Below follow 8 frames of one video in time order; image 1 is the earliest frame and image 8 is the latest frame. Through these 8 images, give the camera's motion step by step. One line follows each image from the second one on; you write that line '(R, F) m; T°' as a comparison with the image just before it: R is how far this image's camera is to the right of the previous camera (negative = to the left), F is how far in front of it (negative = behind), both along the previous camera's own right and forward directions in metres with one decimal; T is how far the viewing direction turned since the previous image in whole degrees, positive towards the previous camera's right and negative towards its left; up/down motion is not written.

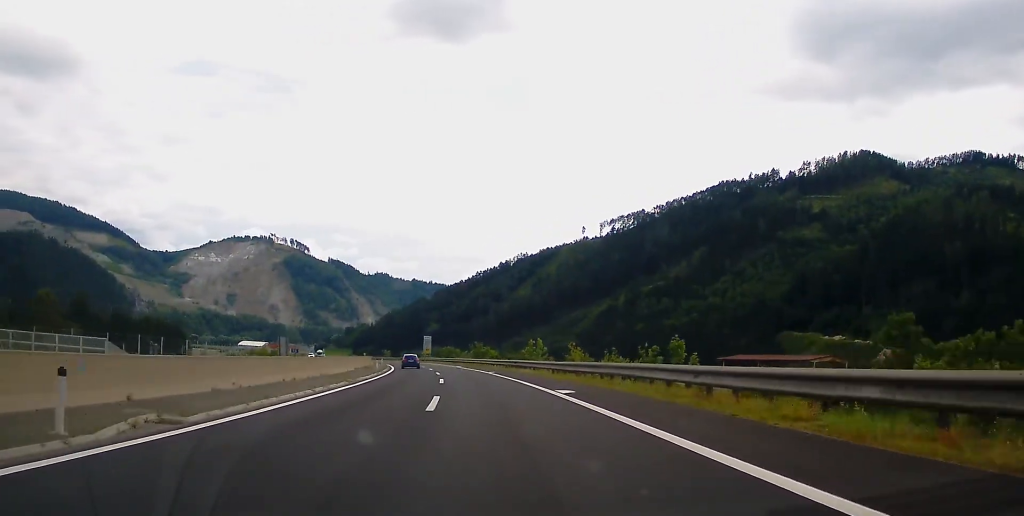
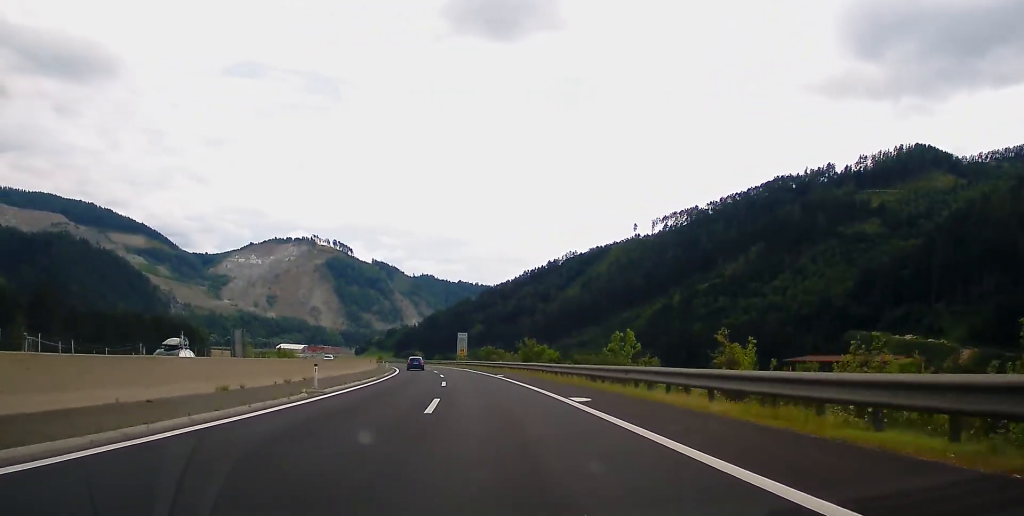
(-1.0, +35.7) m; -3°
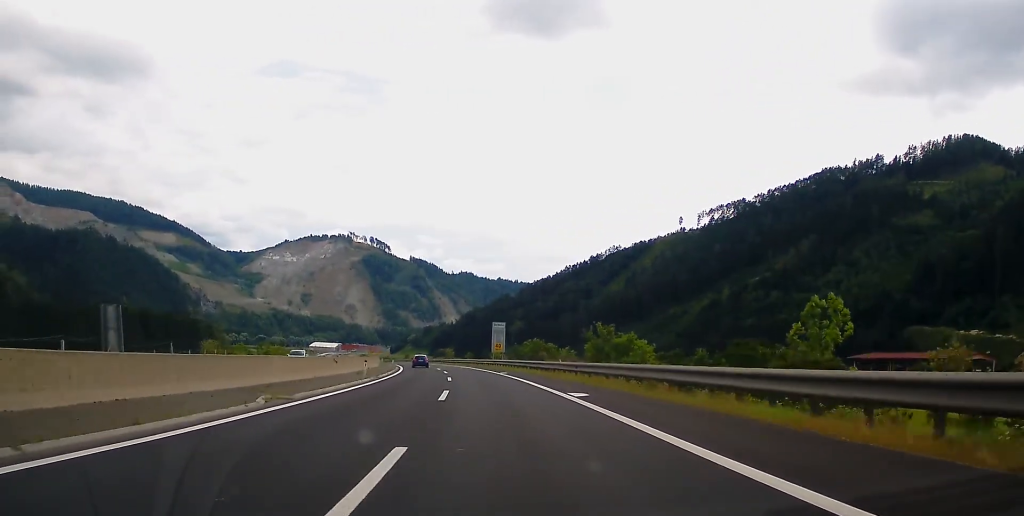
(-0.8, +31.3) m; -3°
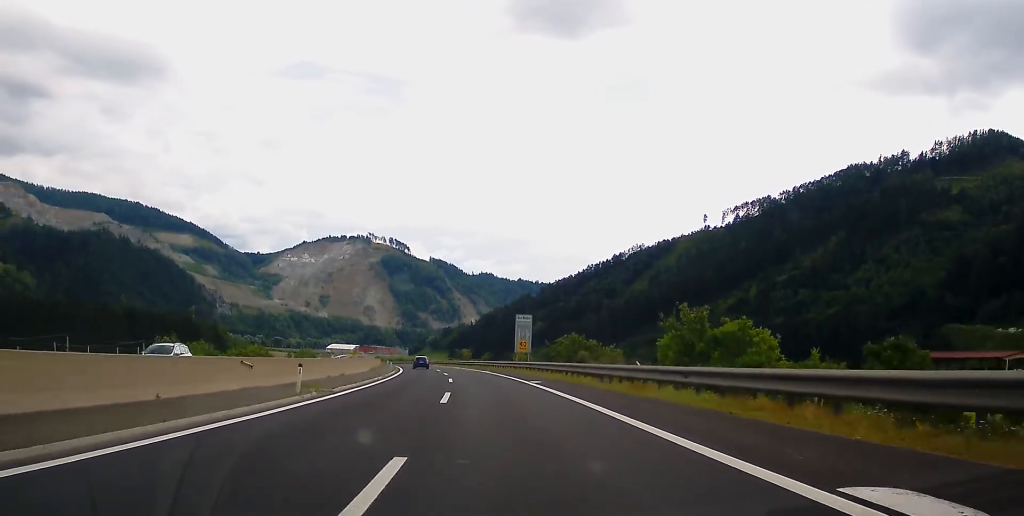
(-0.3, +18.7) m; -1°
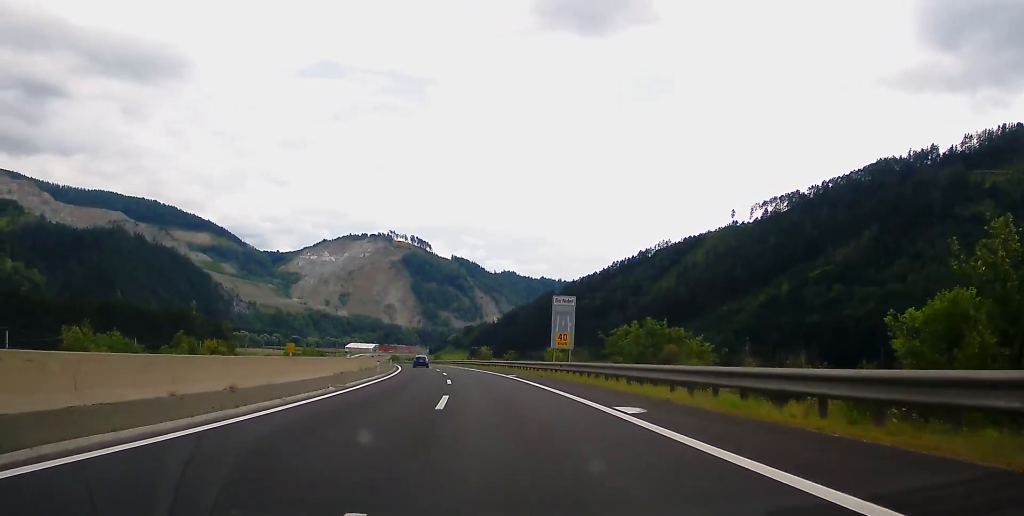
(-0.2, +21.4) m; -1°
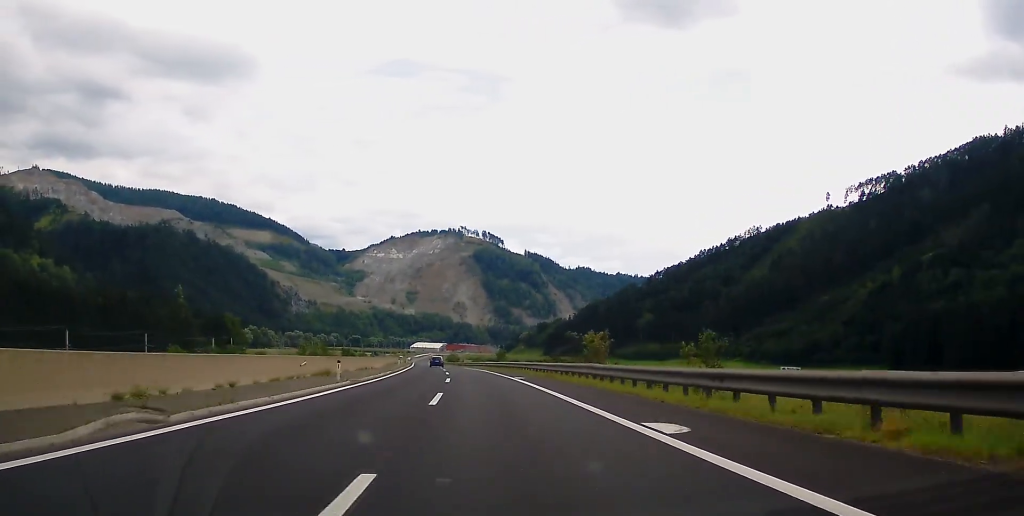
(-3.5, +69.5) m; -6°
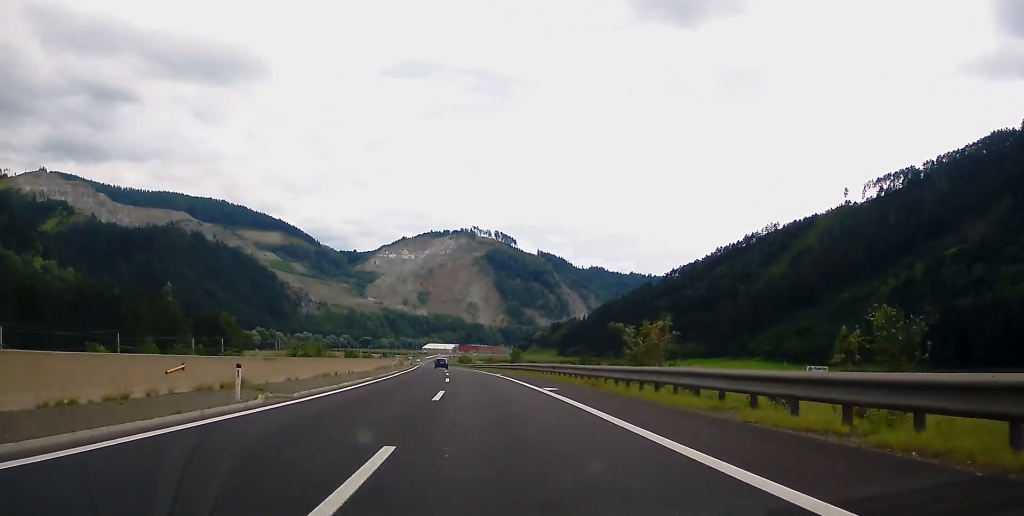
(-0.1, +15.4) m; -1°
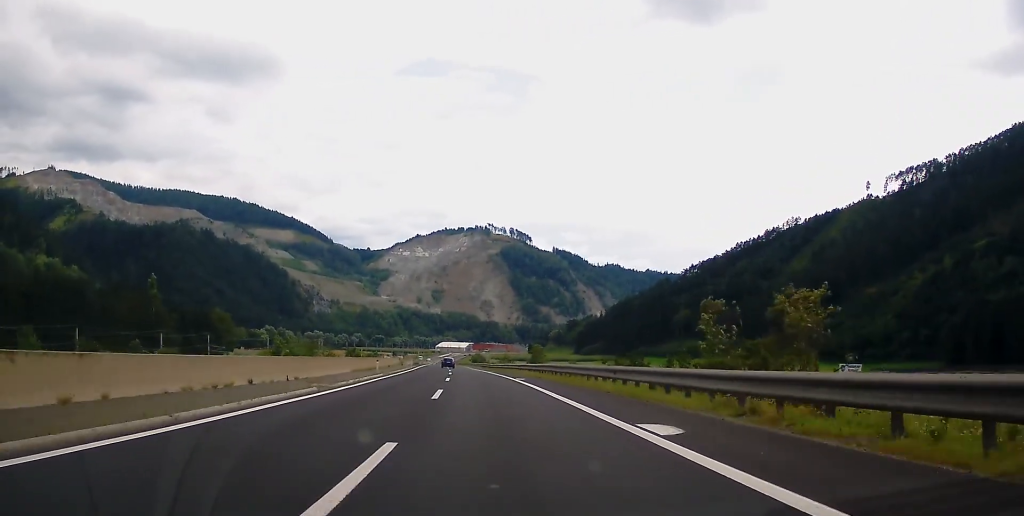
(0.0, +17.6) m; -1°
